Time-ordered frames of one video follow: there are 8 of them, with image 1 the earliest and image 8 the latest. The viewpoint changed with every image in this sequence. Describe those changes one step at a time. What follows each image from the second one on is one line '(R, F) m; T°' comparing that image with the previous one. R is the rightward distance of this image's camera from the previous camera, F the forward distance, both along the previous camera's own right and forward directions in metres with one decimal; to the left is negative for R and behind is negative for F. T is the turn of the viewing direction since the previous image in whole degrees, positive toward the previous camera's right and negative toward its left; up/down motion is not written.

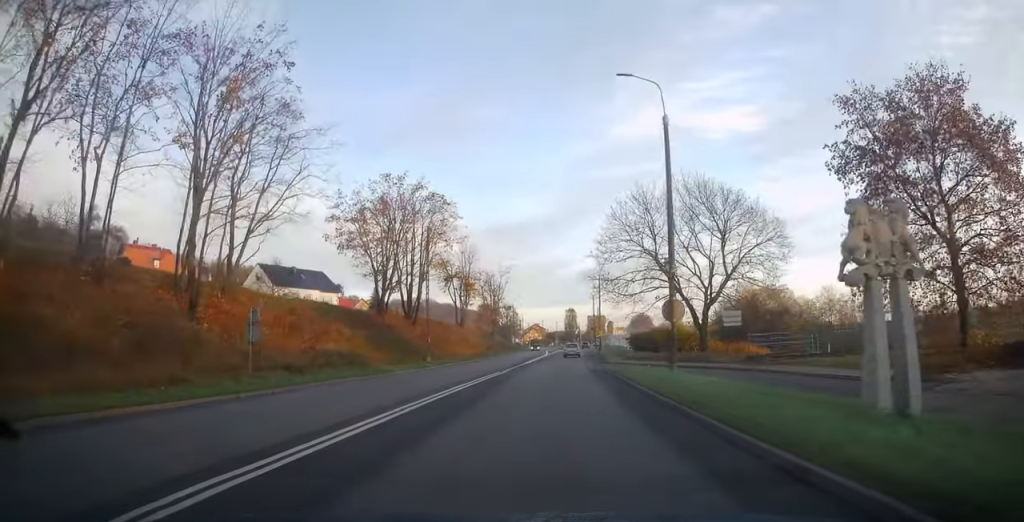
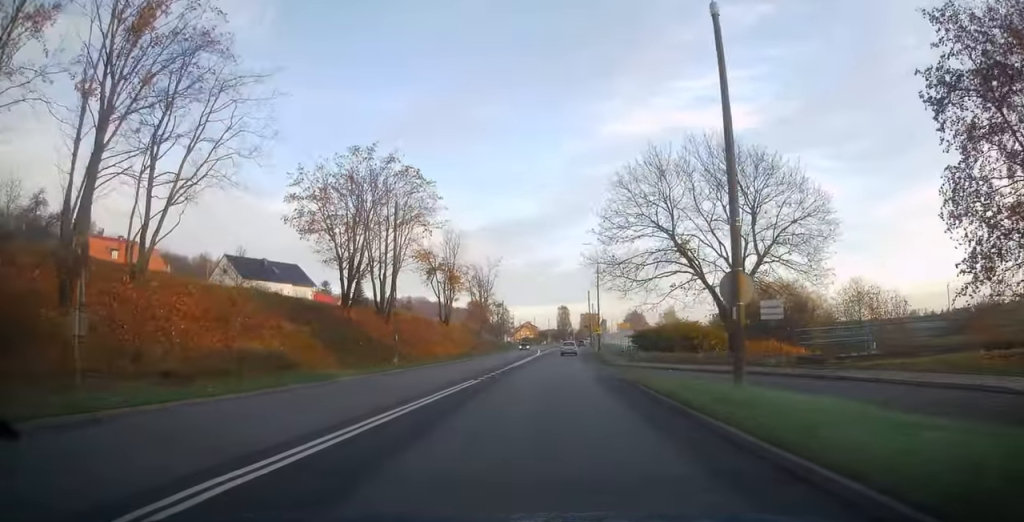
(+0.1, +7.8) m; +1°
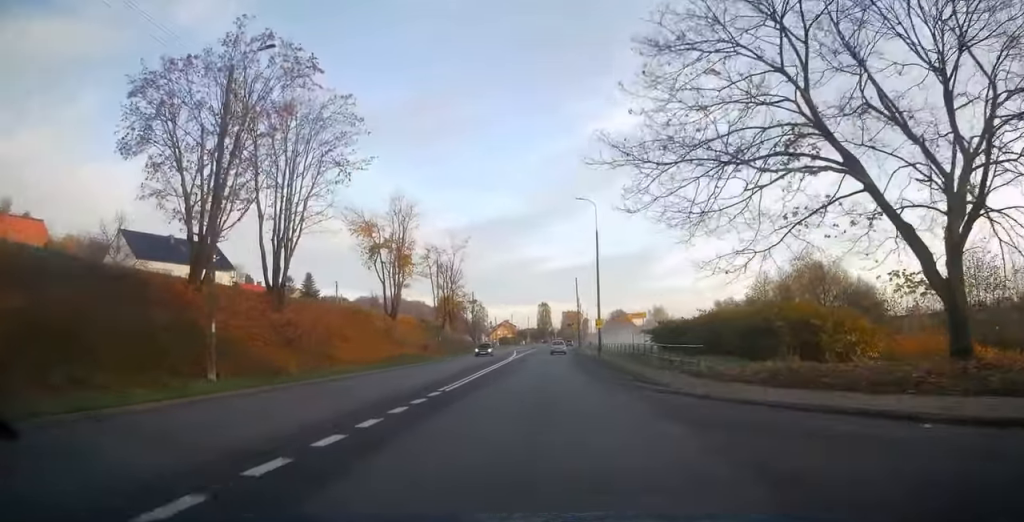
(+0.3, +19.8) m; +2°
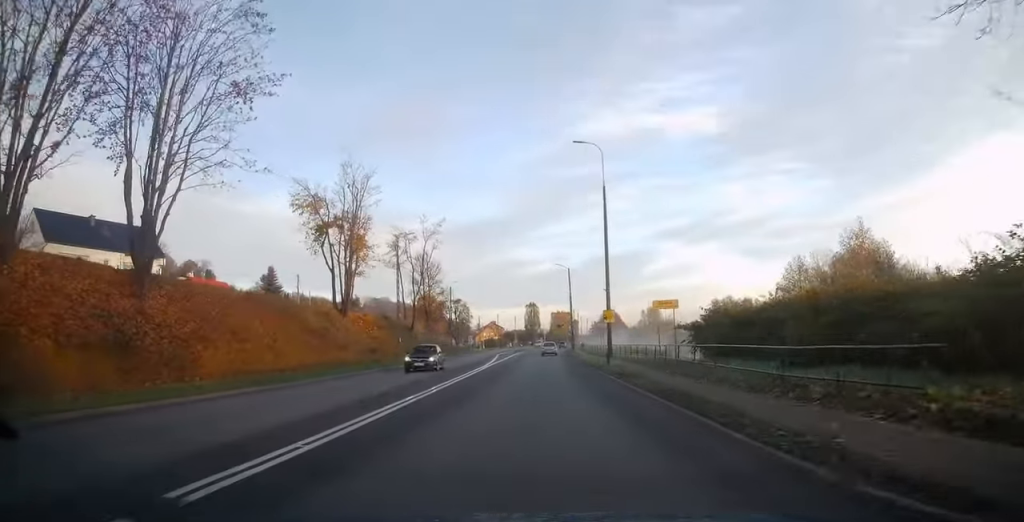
(+0.1, +12.8) m; +1°
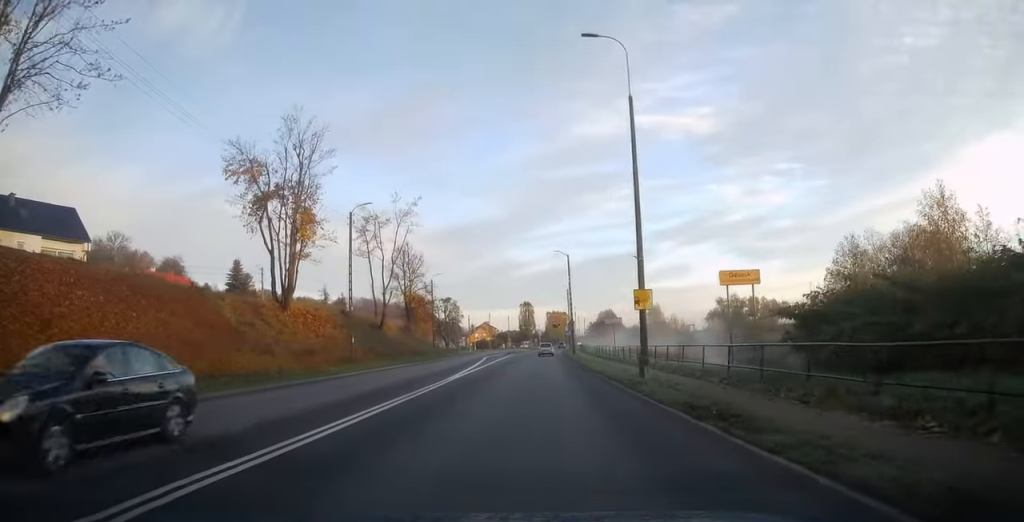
(0.0, +11.4) m; +1°
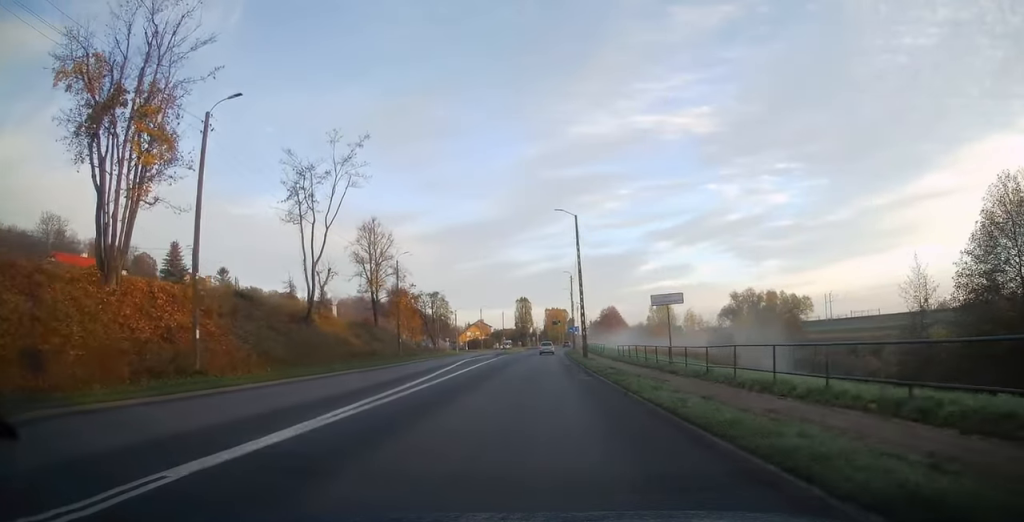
(+0.1, +18.4) m; 0°
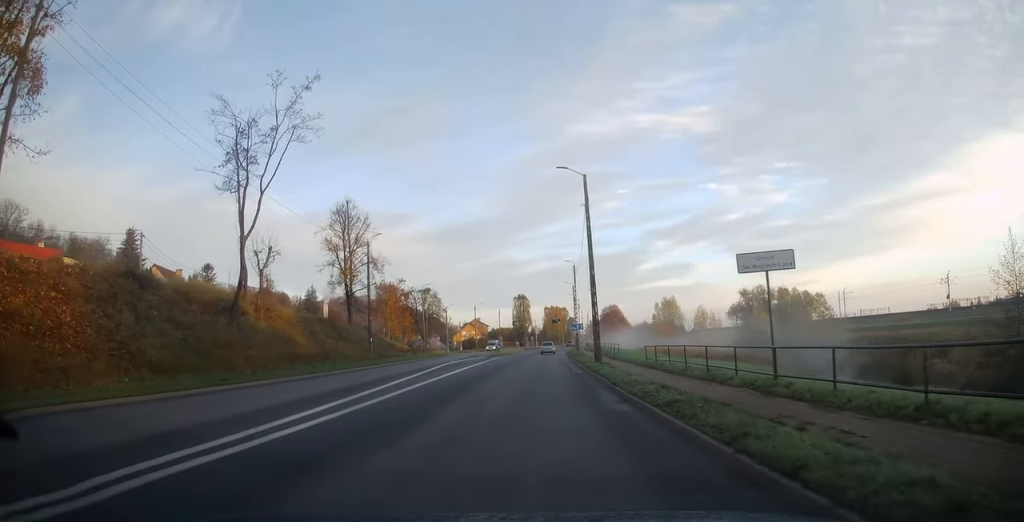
(0.0, +10.3) m; 0°
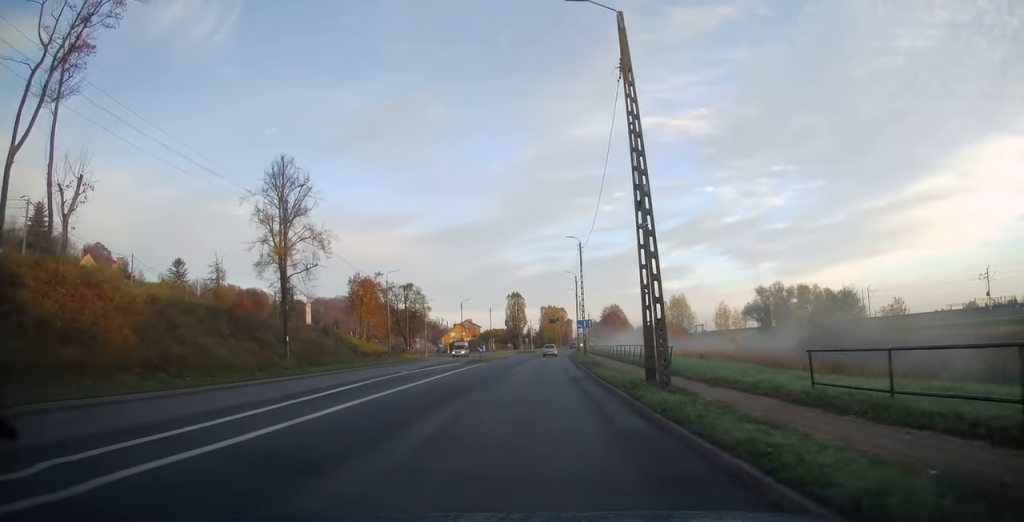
(0.0, +16.9) m; +1°
